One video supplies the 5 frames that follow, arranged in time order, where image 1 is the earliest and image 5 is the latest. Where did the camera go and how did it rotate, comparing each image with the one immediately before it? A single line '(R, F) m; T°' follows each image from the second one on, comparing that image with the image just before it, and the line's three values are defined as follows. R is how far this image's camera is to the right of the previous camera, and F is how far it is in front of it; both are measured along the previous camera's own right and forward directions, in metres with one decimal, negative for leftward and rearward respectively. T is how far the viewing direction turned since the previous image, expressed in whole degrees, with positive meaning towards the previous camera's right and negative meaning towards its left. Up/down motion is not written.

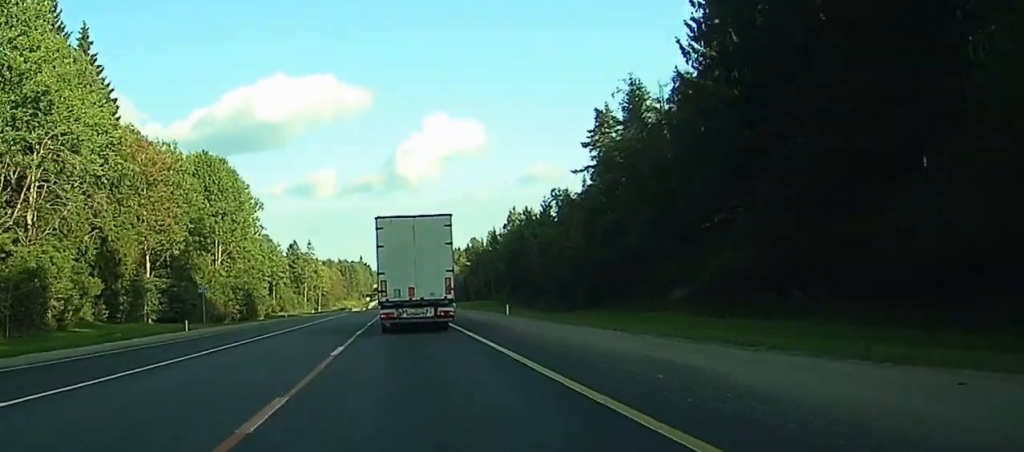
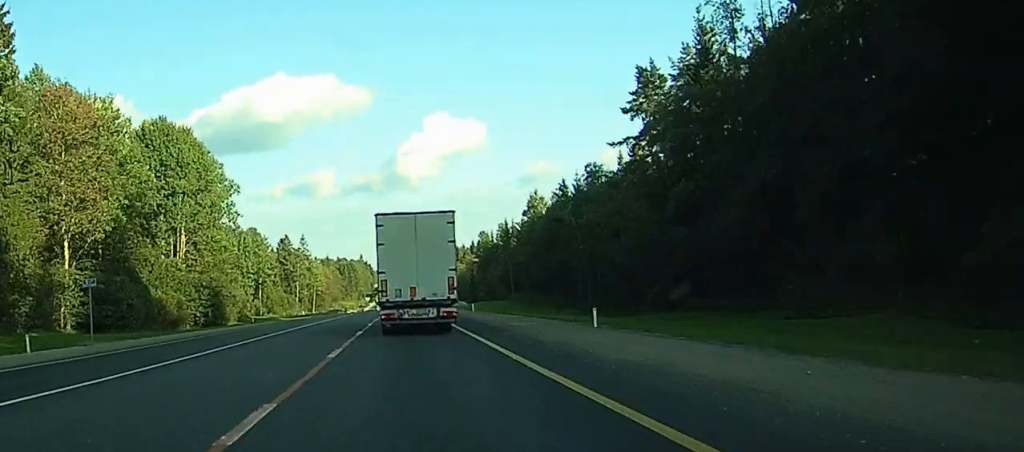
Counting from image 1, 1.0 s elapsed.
(-0.1, +24.7) m; 0°
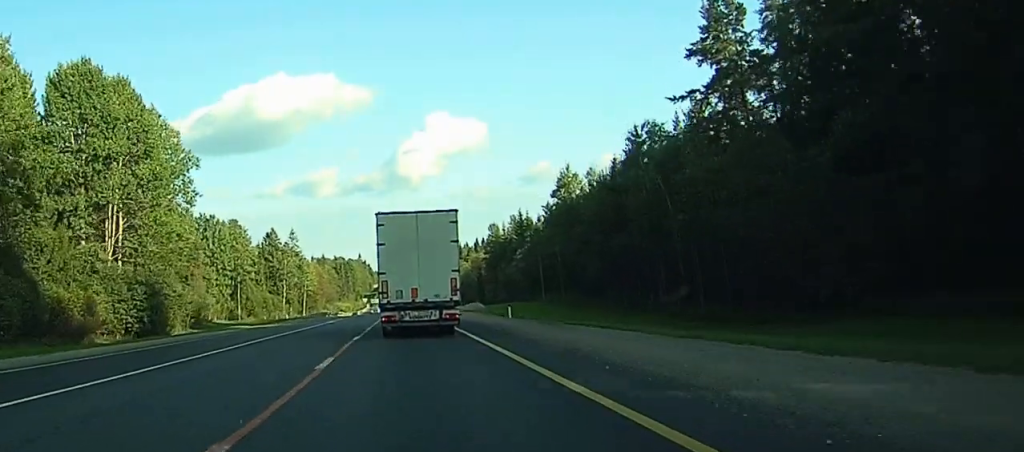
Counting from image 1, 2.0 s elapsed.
(0.0, +26.7) m; 0°
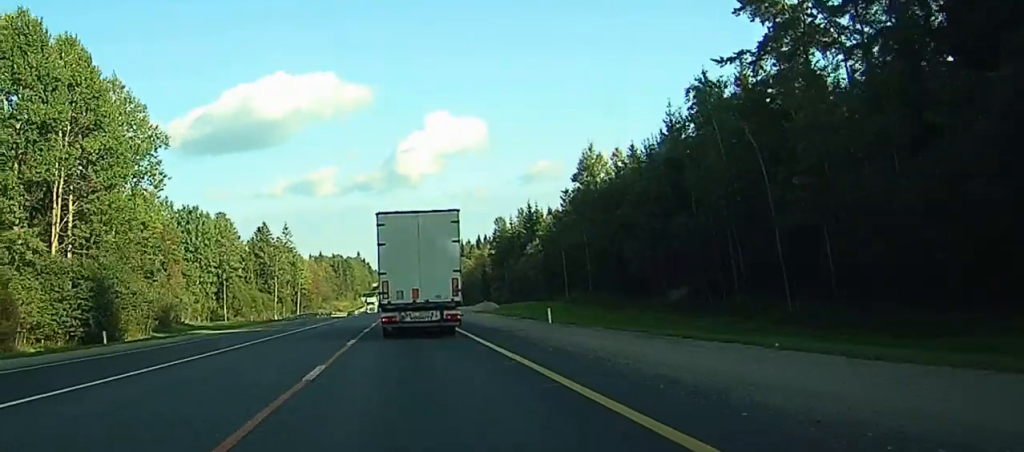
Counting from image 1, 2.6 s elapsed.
(+0.1, +13.8) m; 0°
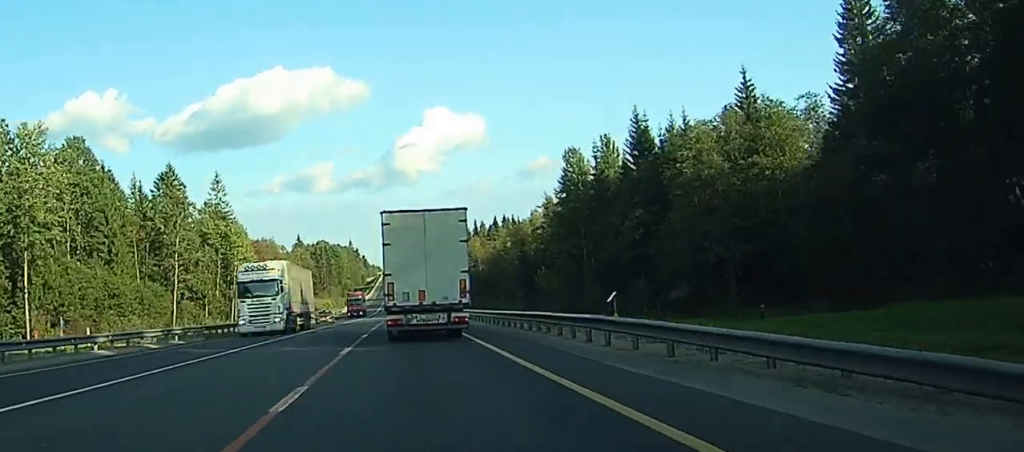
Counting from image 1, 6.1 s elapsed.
(+0.6, +85.2) m; -5°
